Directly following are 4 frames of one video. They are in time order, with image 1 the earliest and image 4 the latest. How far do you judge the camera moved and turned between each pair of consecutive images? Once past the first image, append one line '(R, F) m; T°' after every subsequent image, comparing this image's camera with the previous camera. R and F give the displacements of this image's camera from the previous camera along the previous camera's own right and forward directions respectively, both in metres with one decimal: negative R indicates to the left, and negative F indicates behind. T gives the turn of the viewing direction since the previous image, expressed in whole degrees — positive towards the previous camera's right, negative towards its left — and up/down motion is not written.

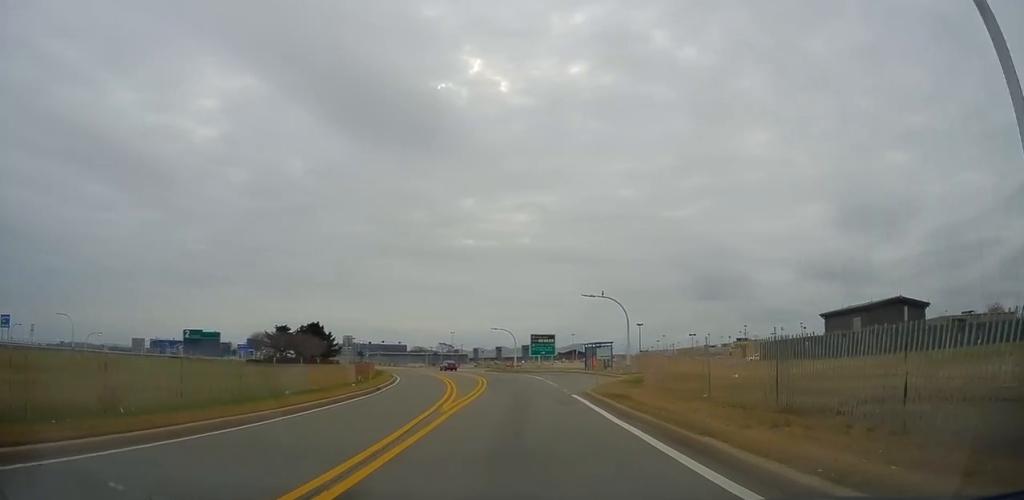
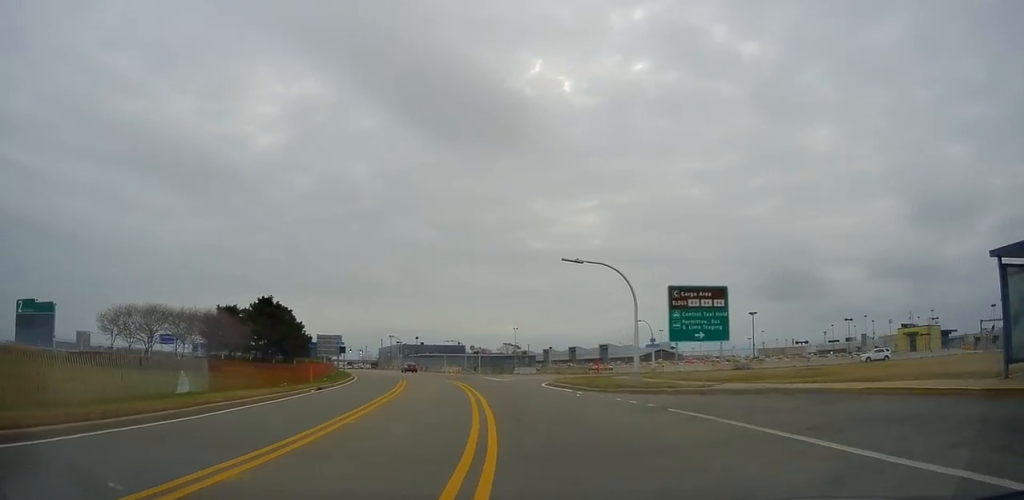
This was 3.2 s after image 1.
(-3.2, +46.0) m; -8°
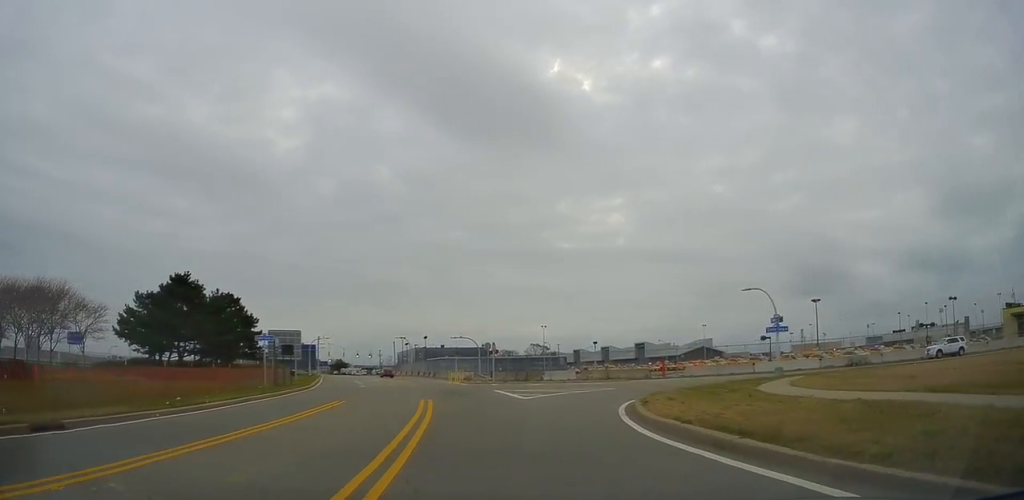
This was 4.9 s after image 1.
(-1.2, +23.7) m; -5°
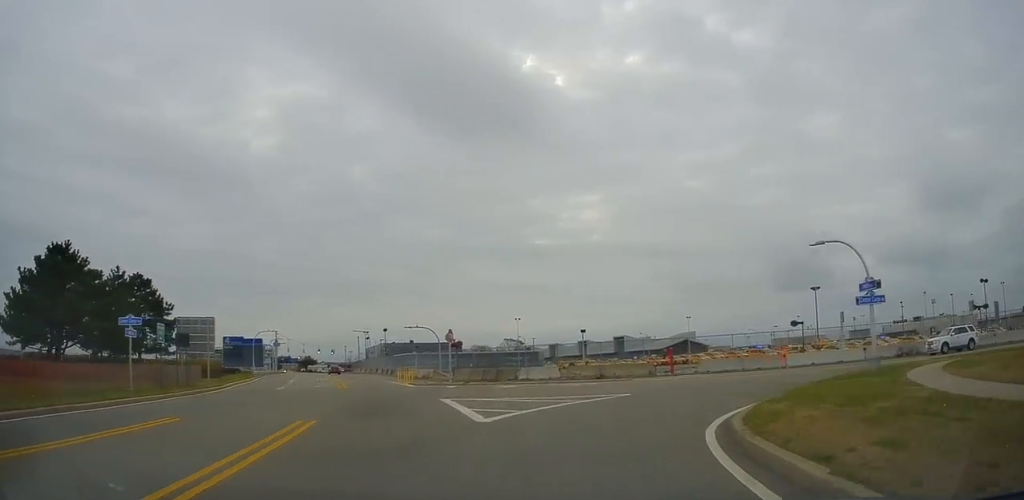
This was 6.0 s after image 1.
(0.0, +13.4) m; 0°
